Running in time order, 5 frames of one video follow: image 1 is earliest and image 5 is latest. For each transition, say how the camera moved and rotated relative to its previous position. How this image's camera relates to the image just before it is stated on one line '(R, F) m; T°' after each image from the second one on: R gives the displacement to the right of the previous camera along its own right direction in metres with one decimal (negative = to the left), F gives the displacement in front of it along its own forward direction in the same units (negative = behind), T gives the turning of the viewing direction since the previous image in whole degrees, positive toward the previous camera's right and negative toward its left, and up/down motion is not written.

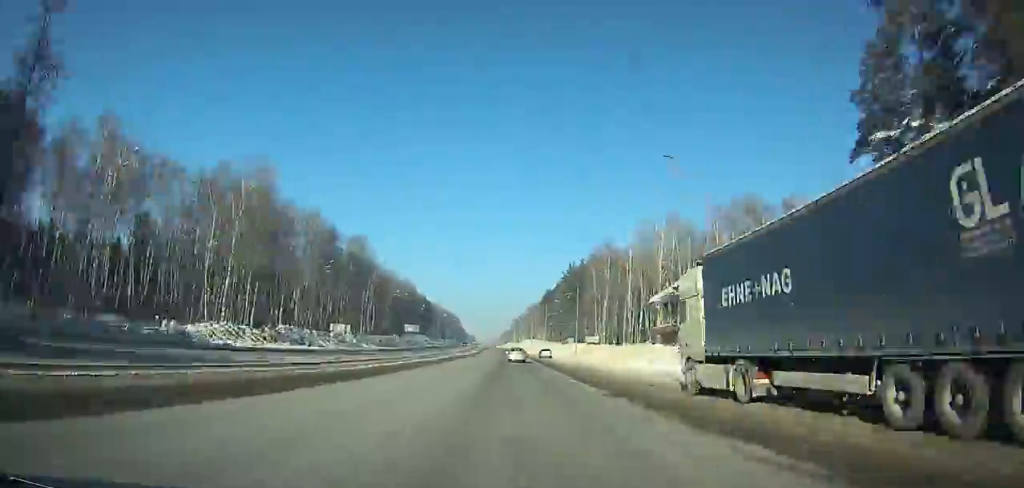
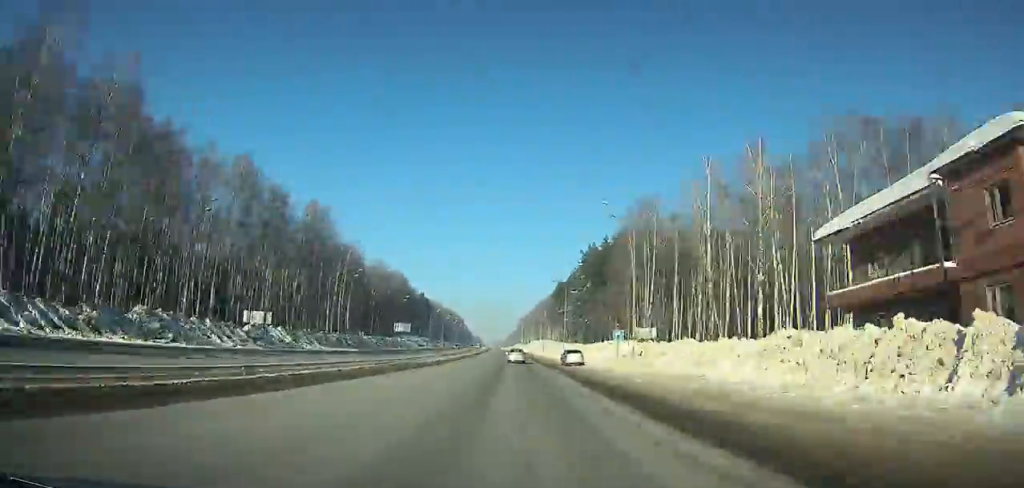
(0.0, +34.5) m; 0°
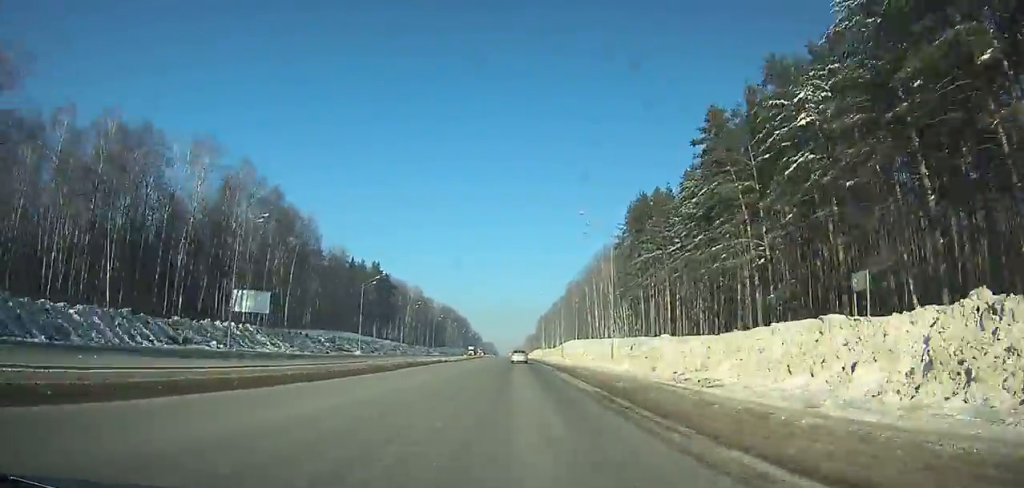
(-2.5, +133.4) m; -2°
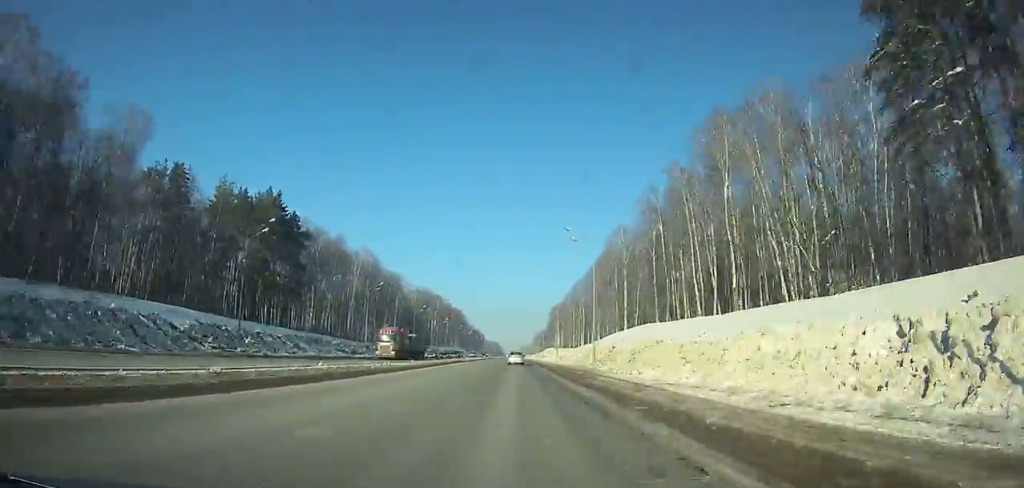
(-0.7, +87.9) m; -1°
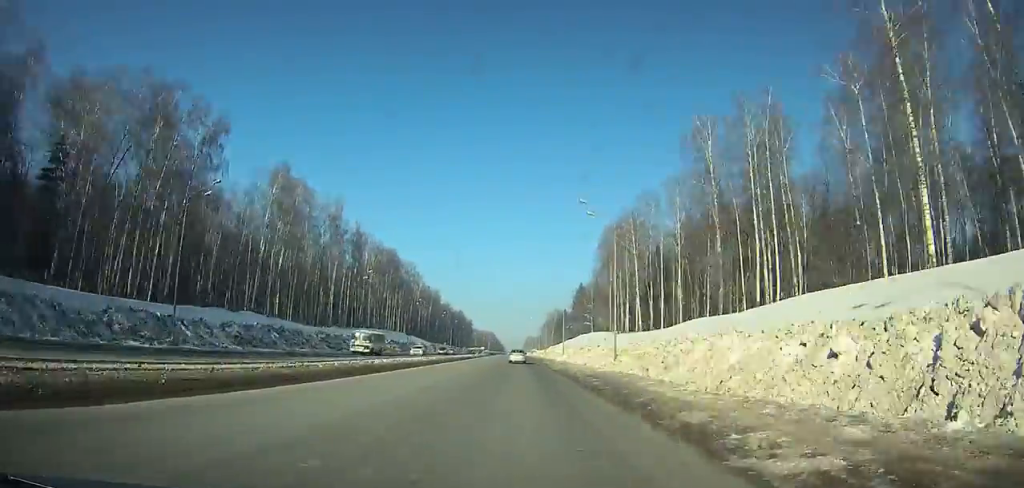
(-0.1, +190.4) m; 0°
